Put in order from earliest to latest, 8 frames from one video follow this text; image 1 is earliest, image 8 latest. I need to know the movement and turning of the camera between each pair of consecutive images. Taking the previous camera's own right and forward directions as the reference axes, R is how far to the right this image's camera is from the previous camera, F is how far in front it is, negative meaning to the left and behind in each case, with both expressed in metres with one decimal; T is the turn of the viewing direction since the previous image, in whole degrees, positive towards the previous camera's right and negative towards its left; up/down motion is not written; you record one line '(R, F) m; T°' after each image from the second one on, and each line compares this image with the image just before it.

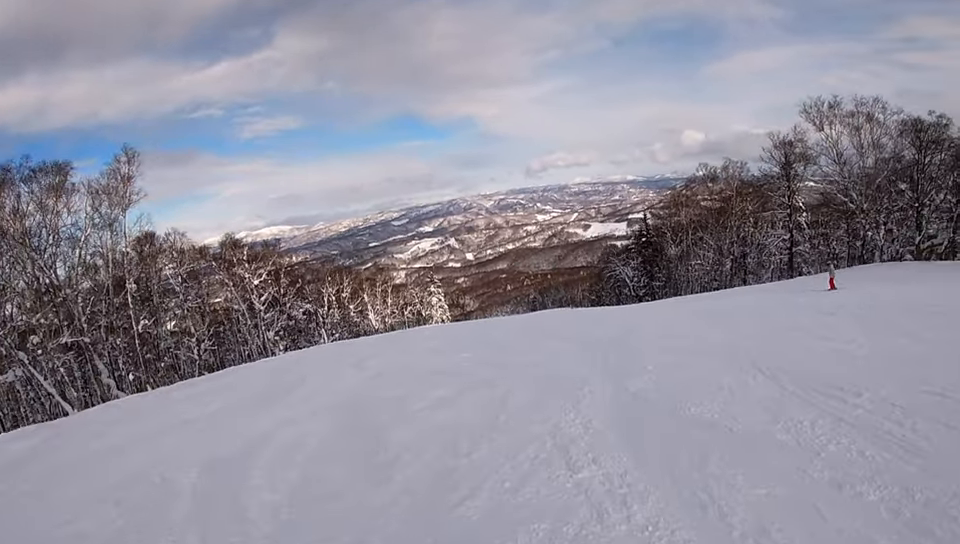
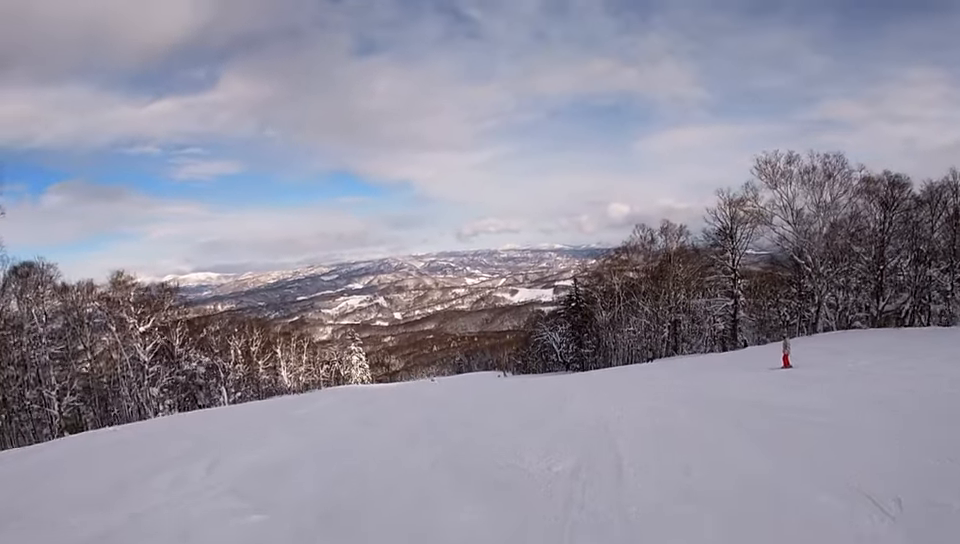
(+0.7, +7.0) m; +6°
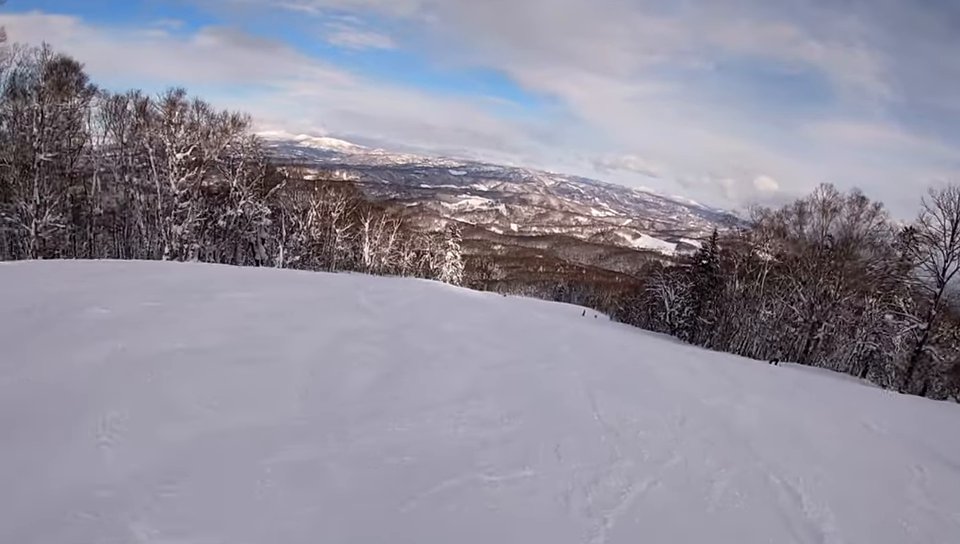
(-1.2, +11.9) m; -16°
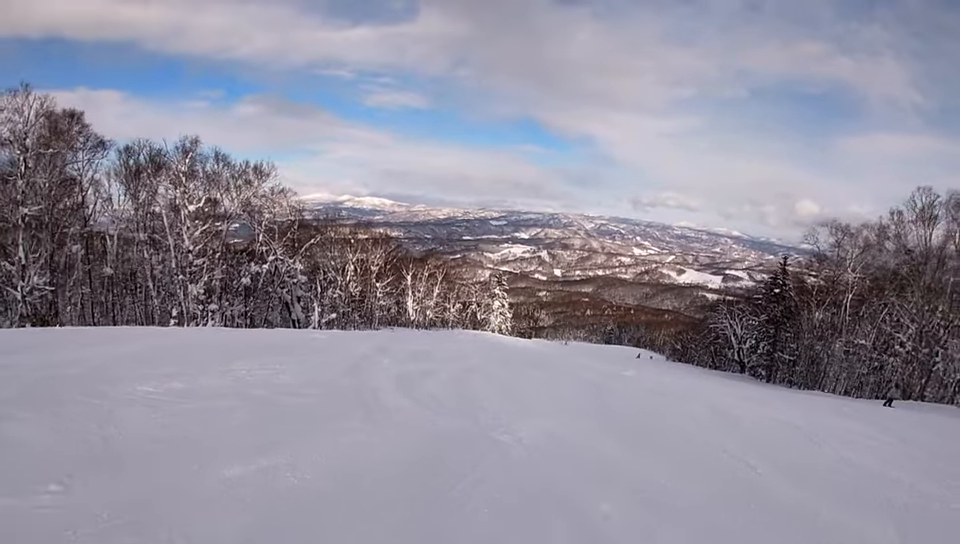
(-0.5, +6.6) m; -2°
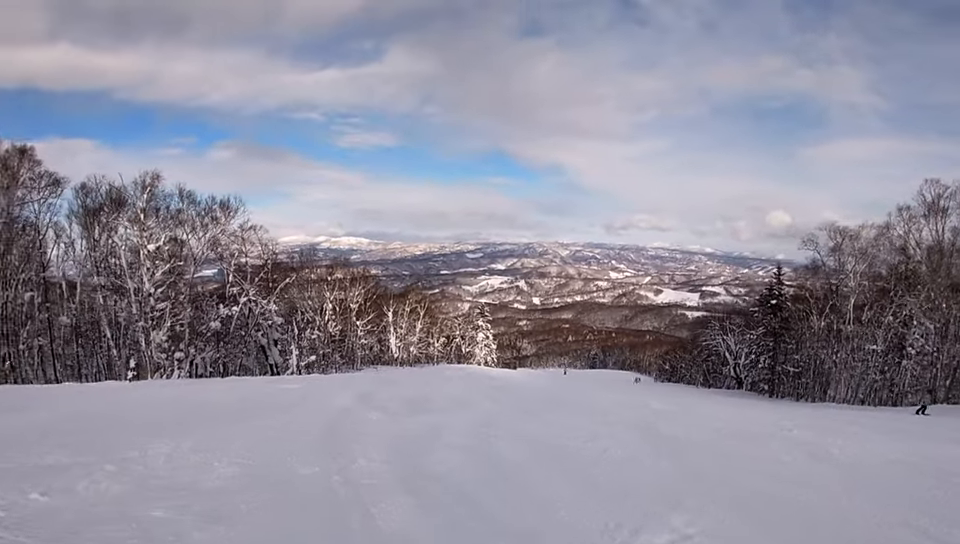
(-0.2, +3.8) m; +2°
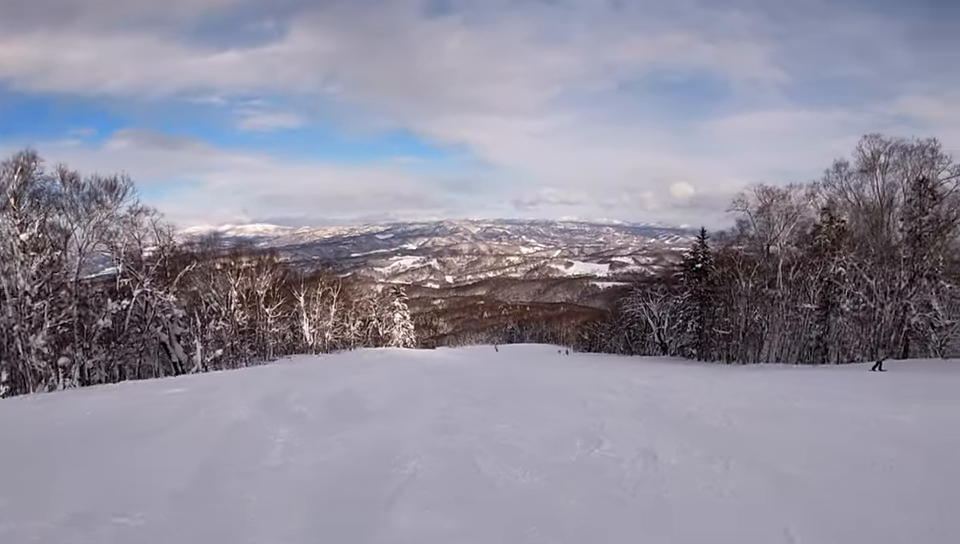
(+0.3, +3.6) m; +10°
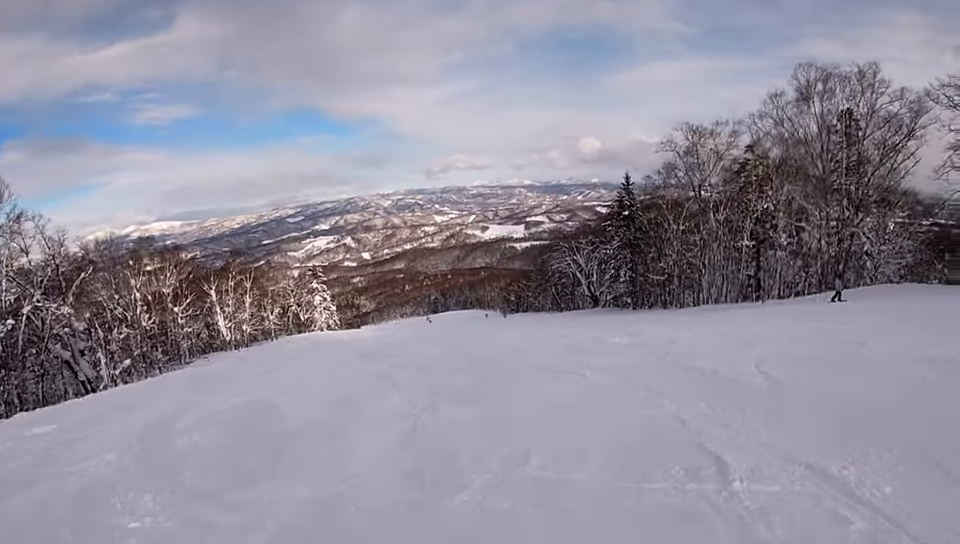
(-0.2, +3.3) m; +9°
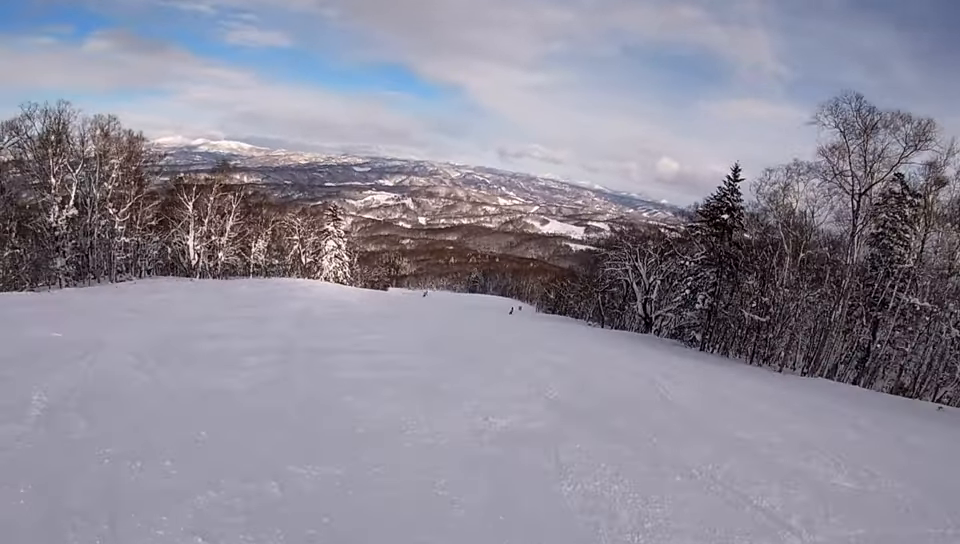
(+0.6, +17.5) m; -14°
